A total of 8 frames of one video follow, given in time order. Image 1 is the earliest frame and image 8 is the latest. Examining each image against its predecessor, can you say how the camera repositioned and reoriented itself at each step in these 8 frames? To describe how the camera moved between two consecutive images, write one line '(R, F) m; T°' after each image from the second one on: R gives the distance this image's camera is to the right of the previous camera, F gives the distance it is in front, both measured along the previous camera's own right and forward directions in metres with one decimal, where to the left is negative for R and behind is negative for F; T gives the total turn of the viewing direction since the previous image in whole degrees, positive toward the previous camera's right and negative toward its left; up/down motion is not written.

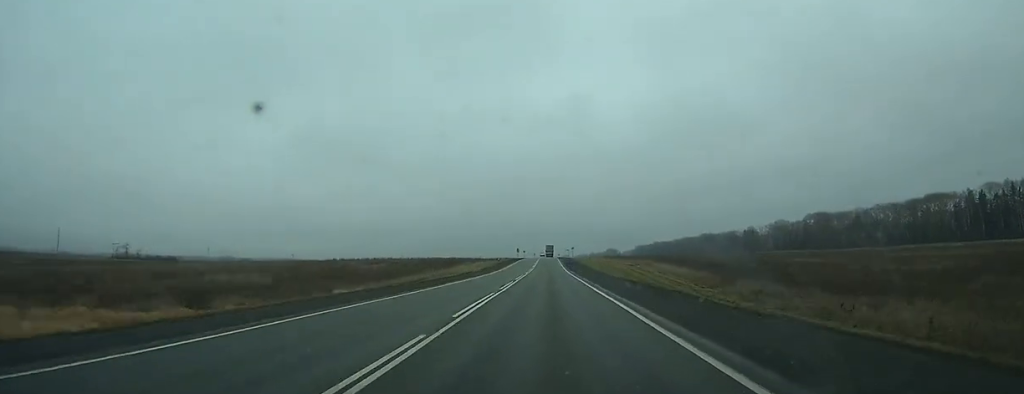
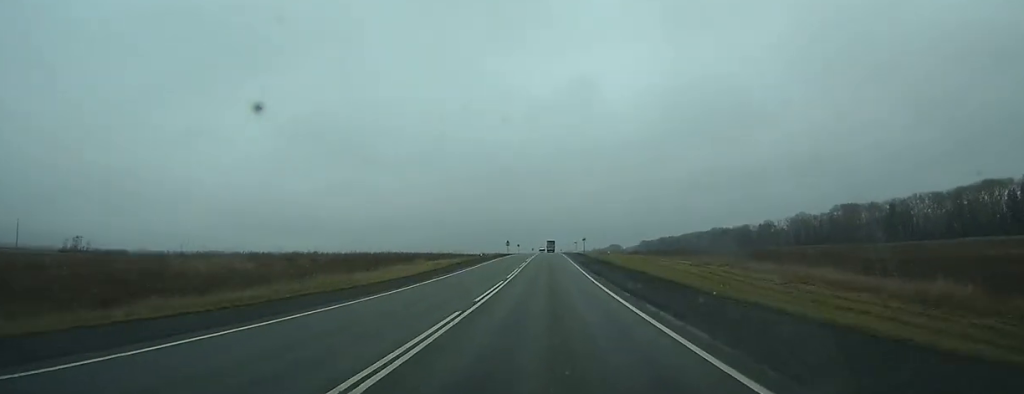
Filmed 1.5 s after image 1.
(+0.2, +44.7) m; 0°
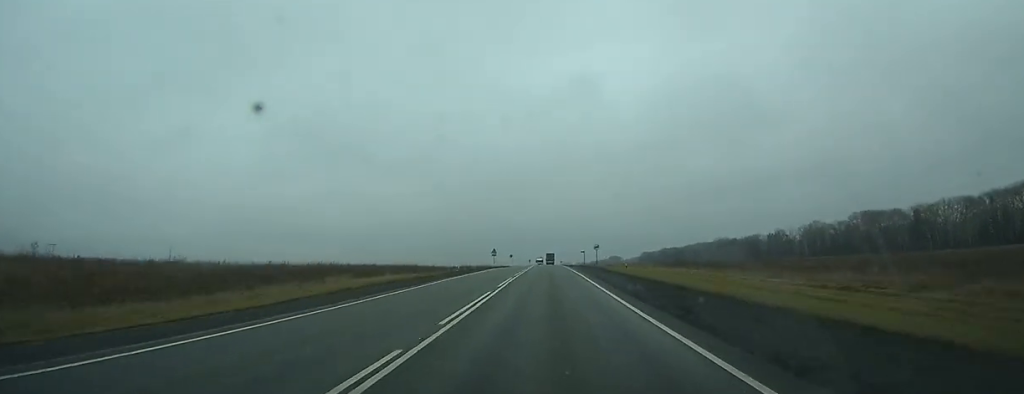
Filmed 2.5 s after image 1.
(0.0, +29.0) m; 0°
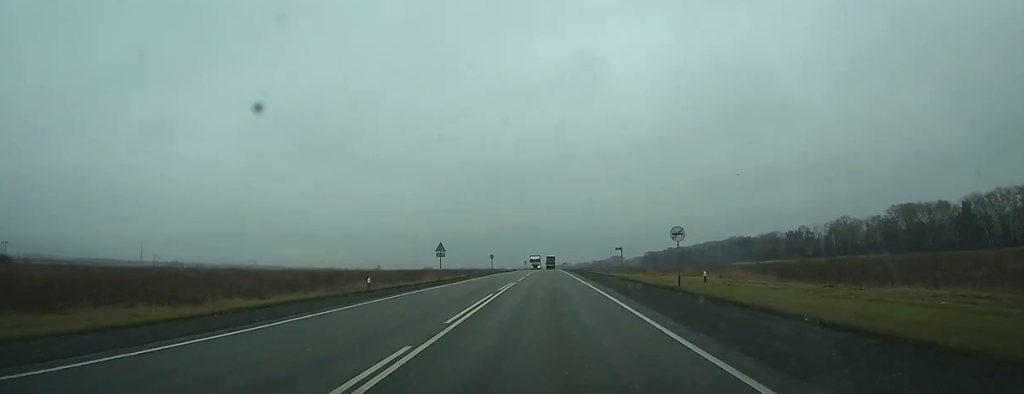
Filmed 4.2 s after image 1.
(0.0, +48.1) m; 0°
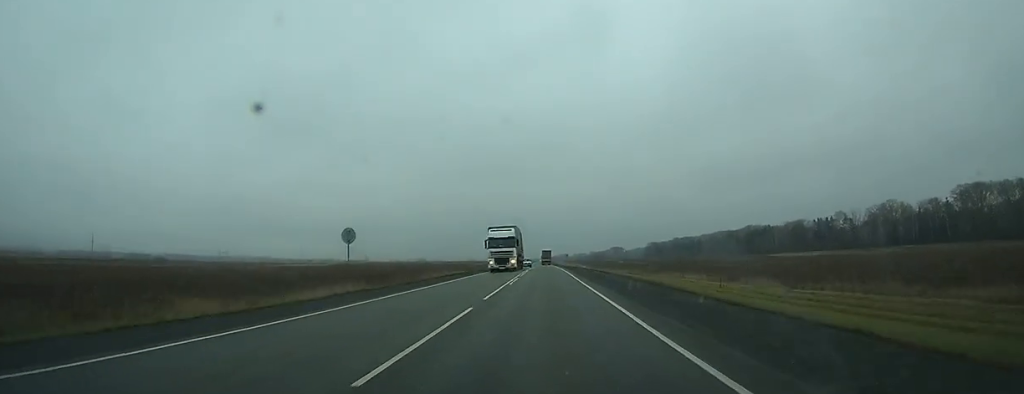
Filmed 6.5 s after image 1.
(0.0, +67.0) m; 0°
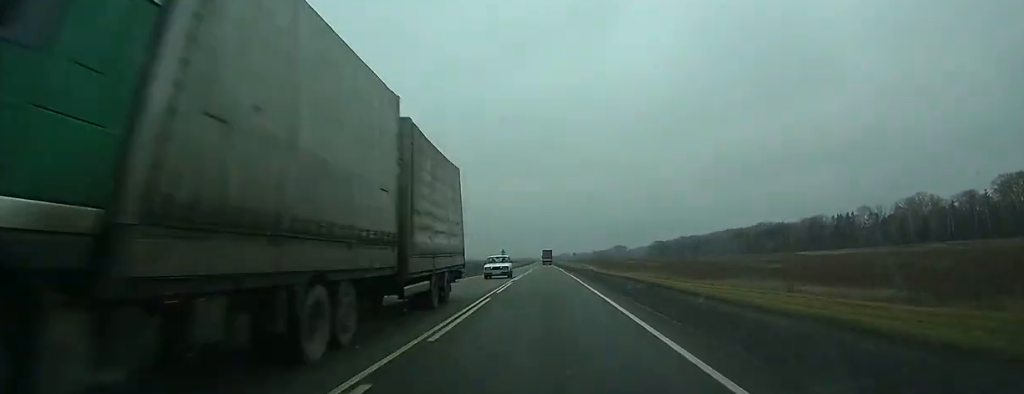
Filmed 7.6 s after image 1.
(0.0, +30.6) m; 0°
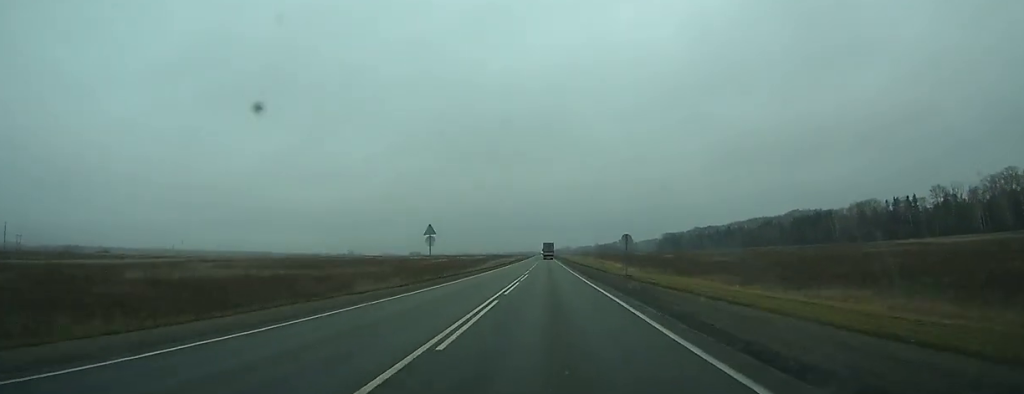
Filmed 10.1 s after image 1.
(0.0, +73.5) m; 0°
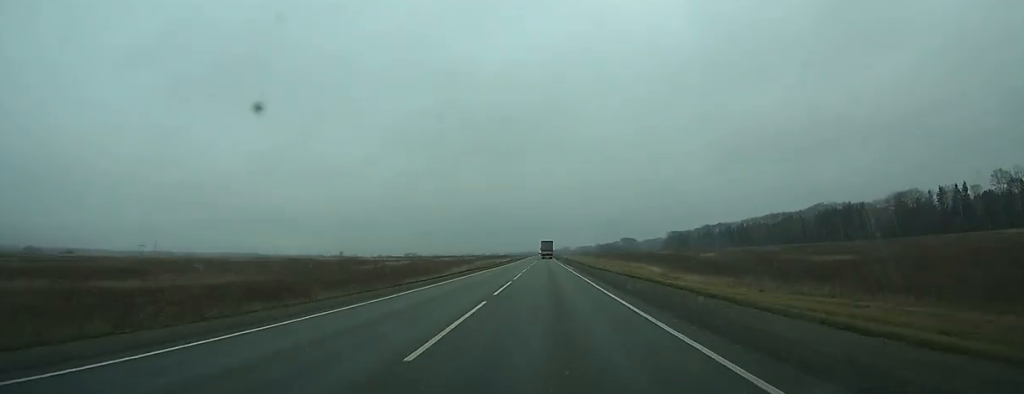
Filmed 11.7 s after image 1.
(0.0, +46.9) m; 0°
